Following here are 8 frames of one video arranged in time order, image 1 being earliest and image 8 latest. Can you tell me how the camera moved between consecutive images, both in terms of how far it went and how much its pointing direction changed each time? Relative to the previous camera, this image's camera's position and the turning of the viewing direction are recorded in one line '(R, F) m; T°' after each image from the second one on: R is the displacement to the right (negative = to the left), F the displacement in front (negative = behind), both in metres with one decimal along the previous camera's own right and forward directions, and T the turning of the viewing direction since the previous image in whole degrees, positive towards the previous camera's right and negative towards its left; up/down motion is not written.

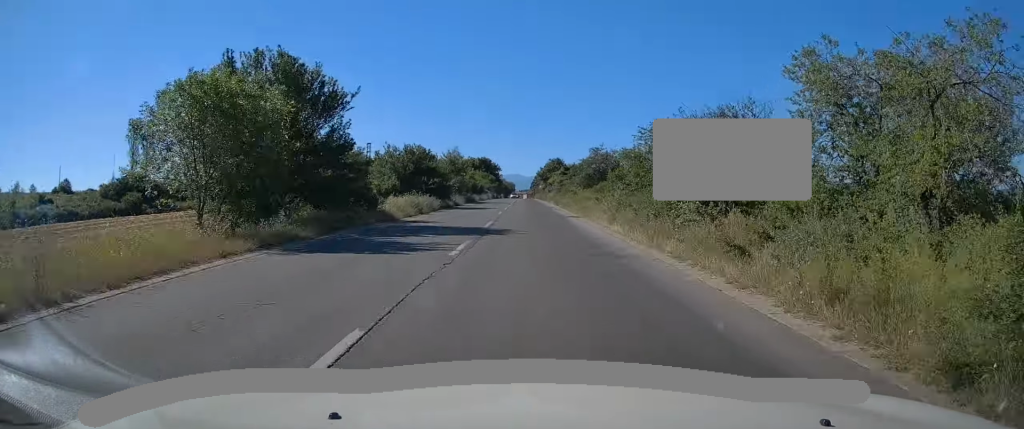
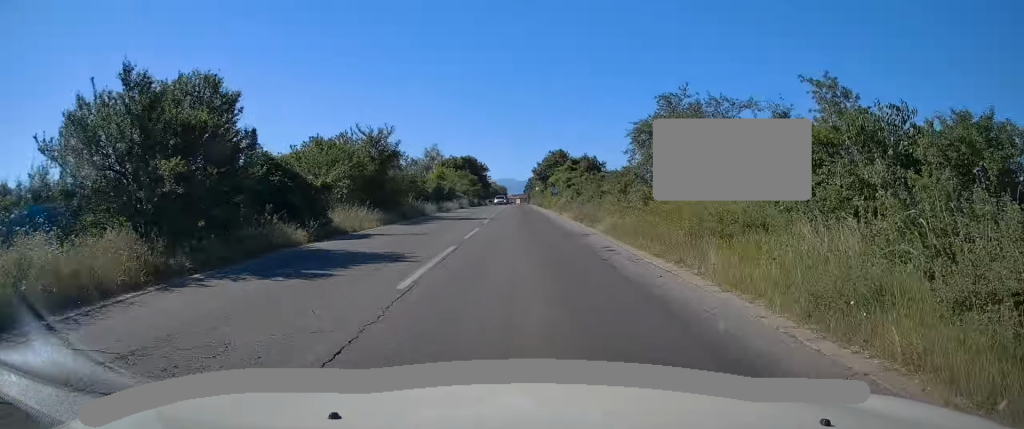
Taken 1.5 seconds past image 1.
(0.0, +30.5) m; 0°
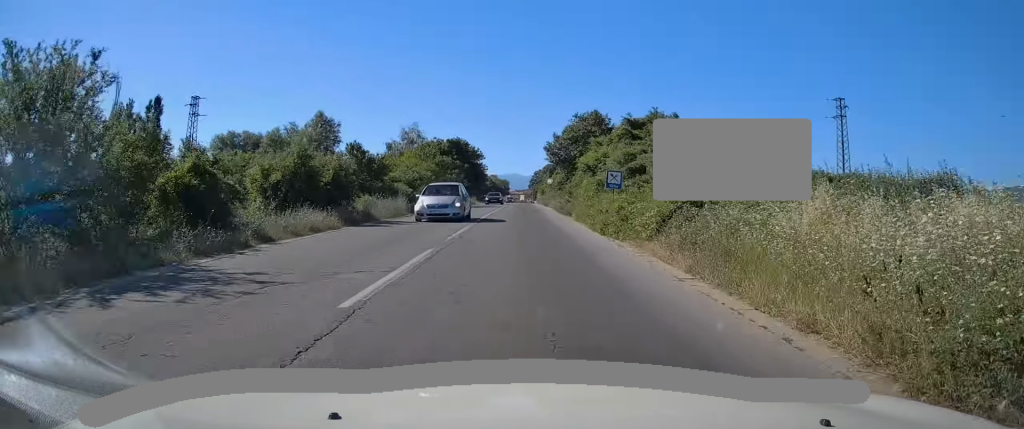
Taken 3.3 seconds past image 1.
(+0.1, +37.4) m; 0°
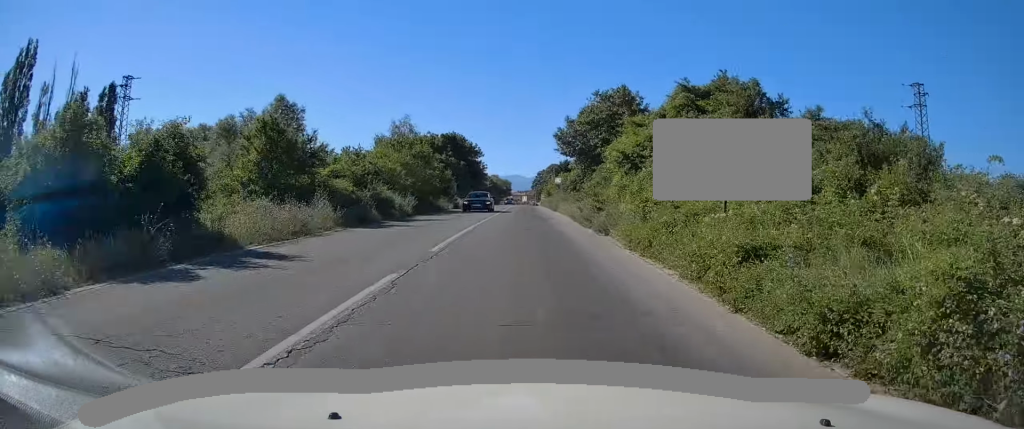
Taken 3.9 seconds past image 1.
(0.0, +12.4) m; 0°
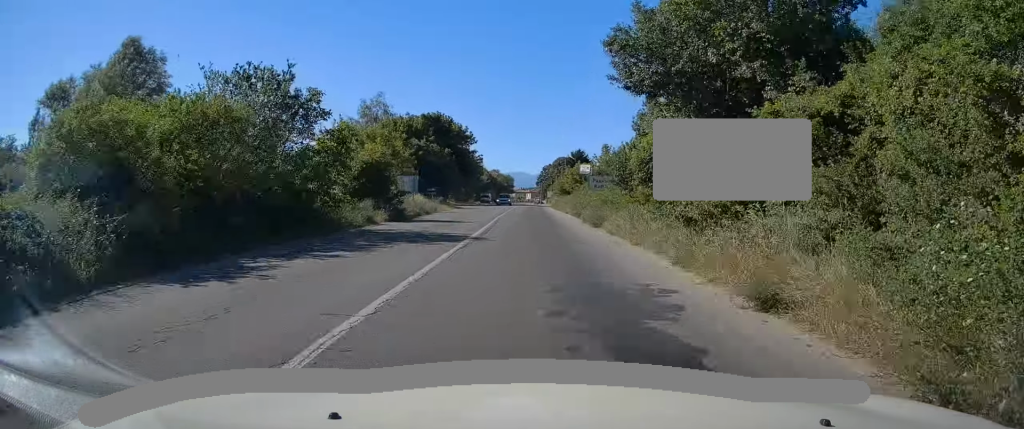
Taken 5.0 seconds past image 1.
(-0.2, +23.9) m; 0°
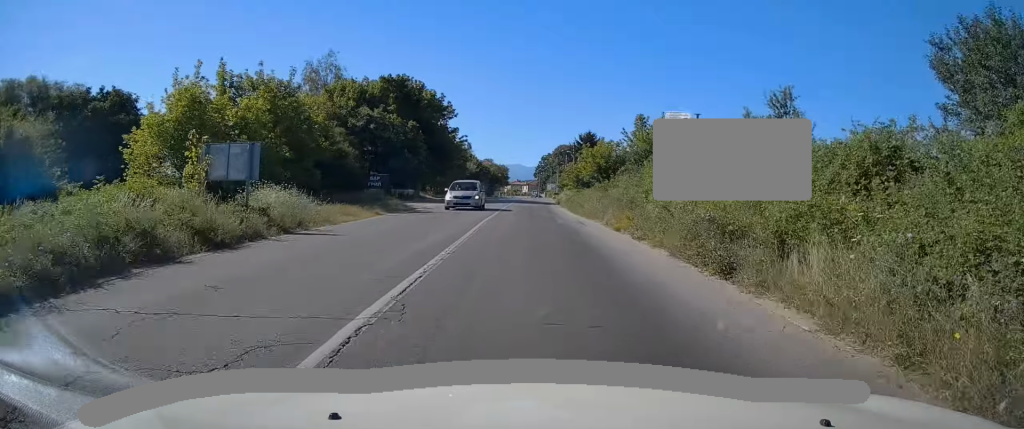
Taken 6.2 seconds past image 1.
(+0.2, +23.1) m; 0°
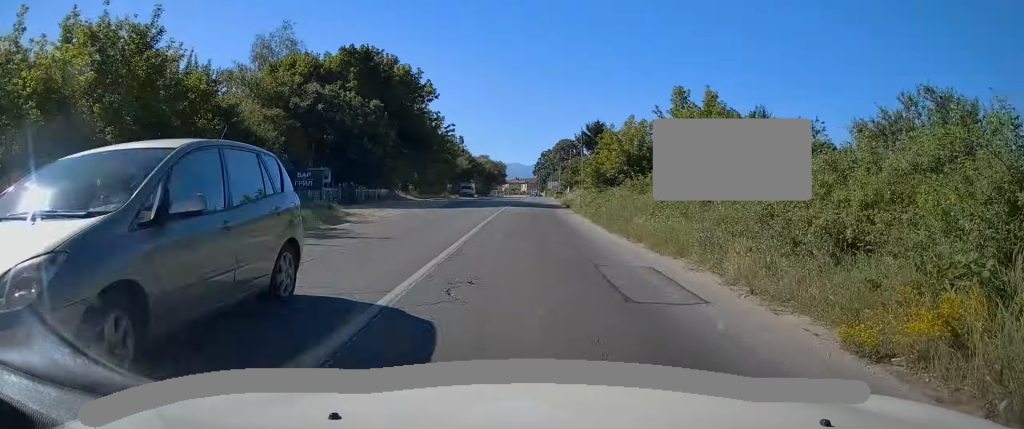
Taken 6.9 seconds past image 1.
(0.0, +13.3) m; 0°
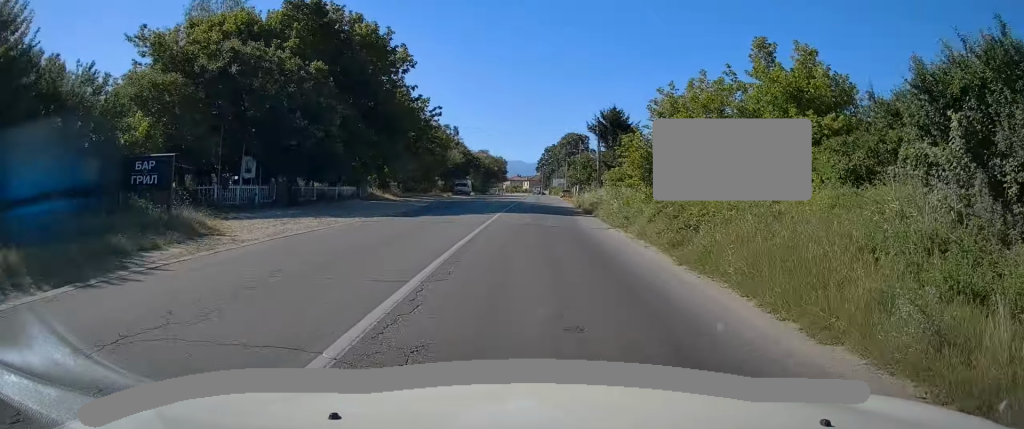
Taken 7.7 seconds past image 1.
(-0.2, +12.6) m; -1°
